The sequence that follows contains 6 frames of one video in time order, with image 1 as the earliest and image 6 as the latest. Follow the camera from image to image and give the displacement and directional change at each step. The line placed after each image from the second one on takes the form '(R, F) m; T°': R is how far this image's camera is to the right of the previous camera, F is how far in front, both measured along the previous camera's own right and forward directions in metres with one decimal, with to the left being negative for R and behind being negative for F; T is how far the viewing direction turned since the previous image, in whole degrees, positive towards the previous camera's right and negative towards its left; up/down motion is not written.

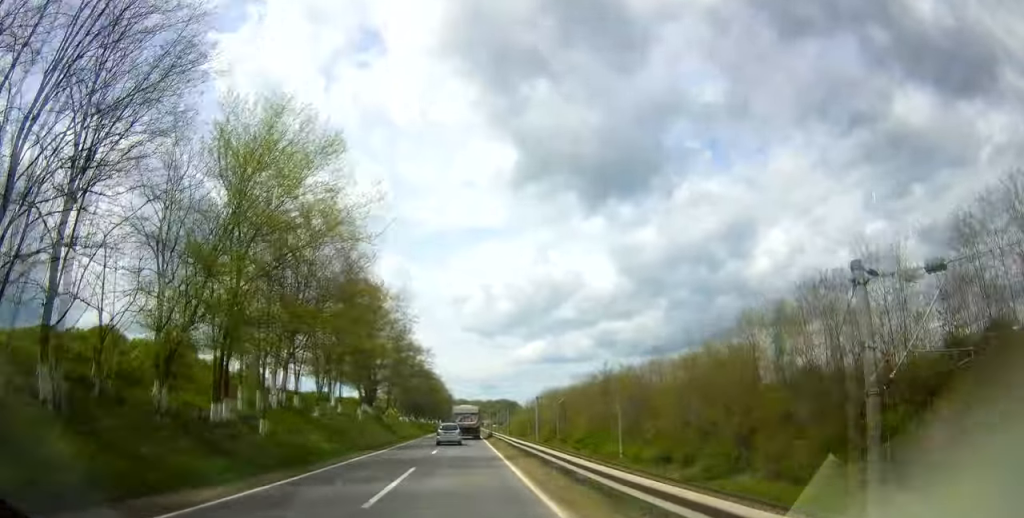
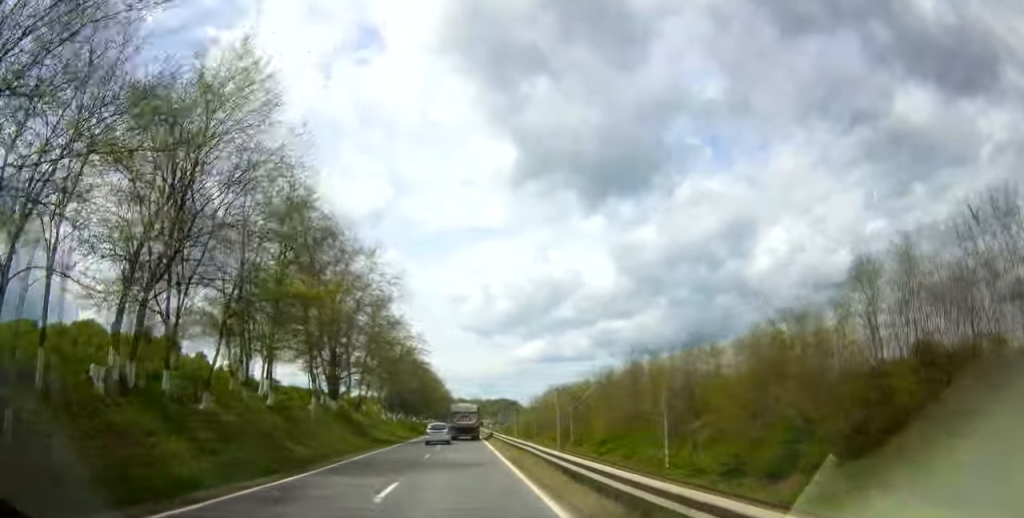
(+0.2, +17.1) m; 0°
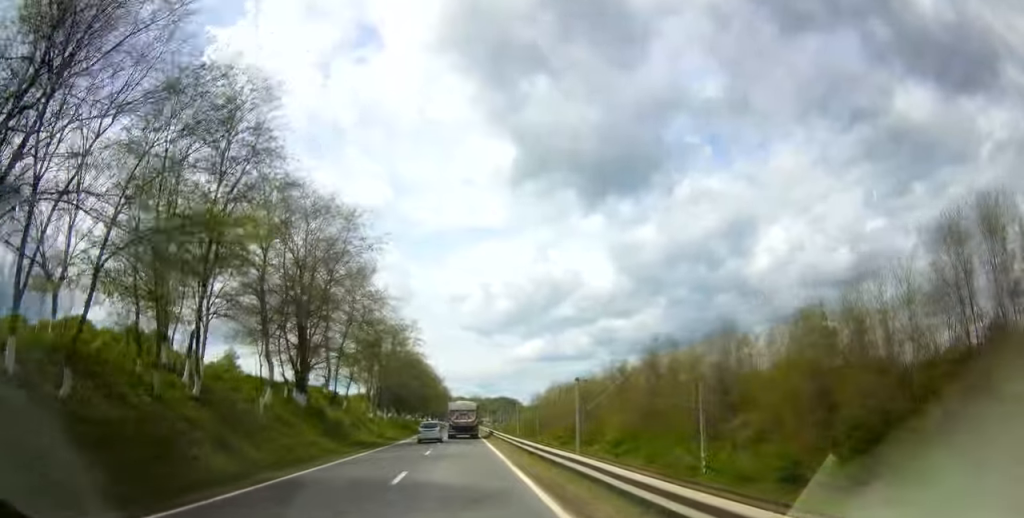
(0.0, +9.2) m; 0°
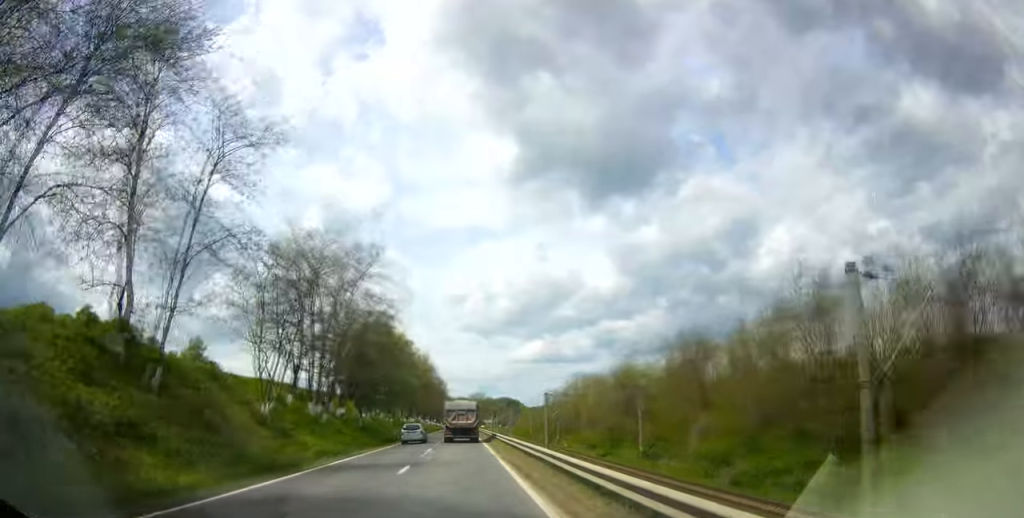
(-0.1, +33.1) m; -2°
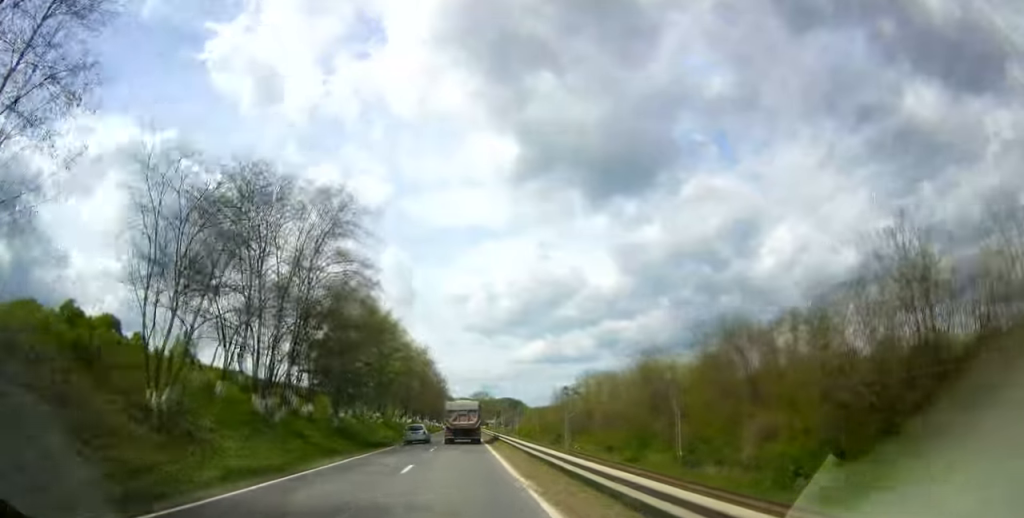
(-0.6, +11.2) m; 0°
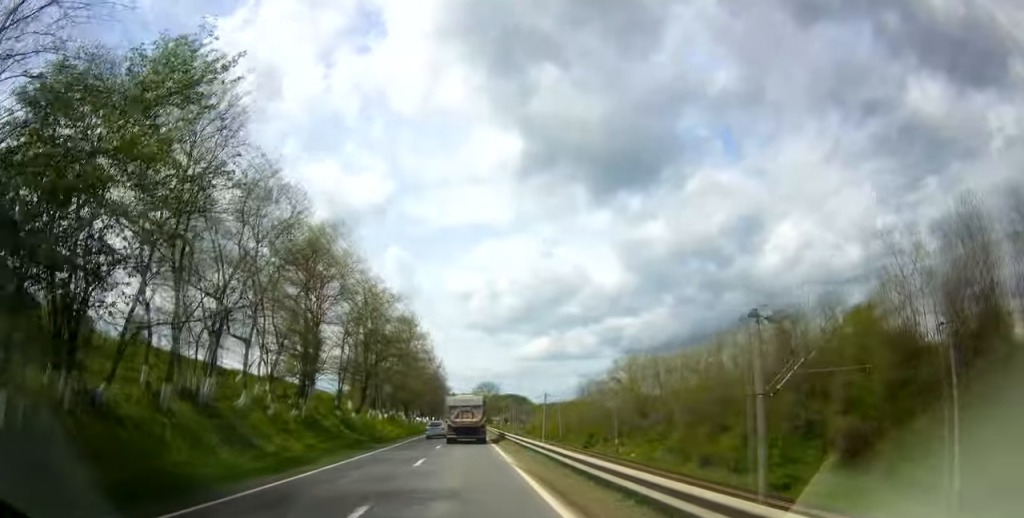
(+1.6, +34.1) m; +1°
